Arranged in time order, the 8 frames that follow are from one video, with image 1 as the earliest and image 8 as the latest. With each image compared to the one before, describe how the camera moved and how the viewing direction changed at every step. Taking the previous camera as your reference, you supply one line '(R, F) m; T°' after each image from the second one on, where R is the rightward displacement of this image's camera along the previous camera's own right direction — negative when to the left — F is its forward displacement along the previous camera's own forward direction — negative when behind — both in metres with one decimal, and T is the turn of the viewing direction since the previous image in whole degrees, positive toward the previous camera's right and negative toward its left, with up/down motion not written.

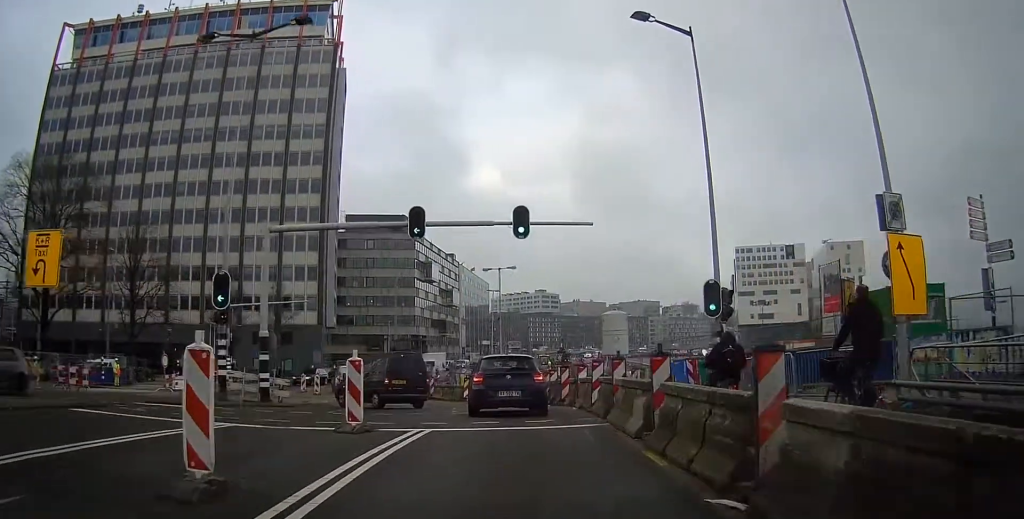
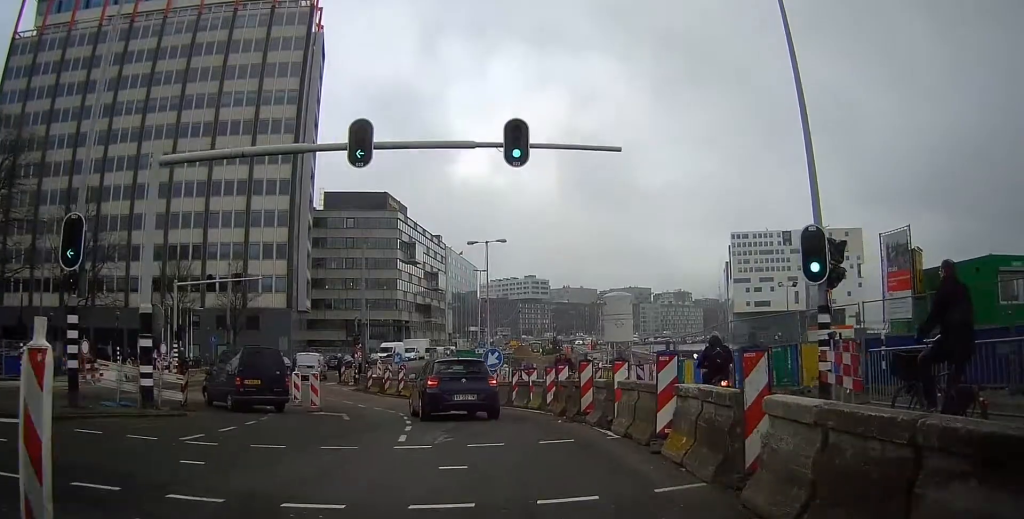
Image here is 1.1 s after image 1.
(+0.1, +7.8) m; +4°
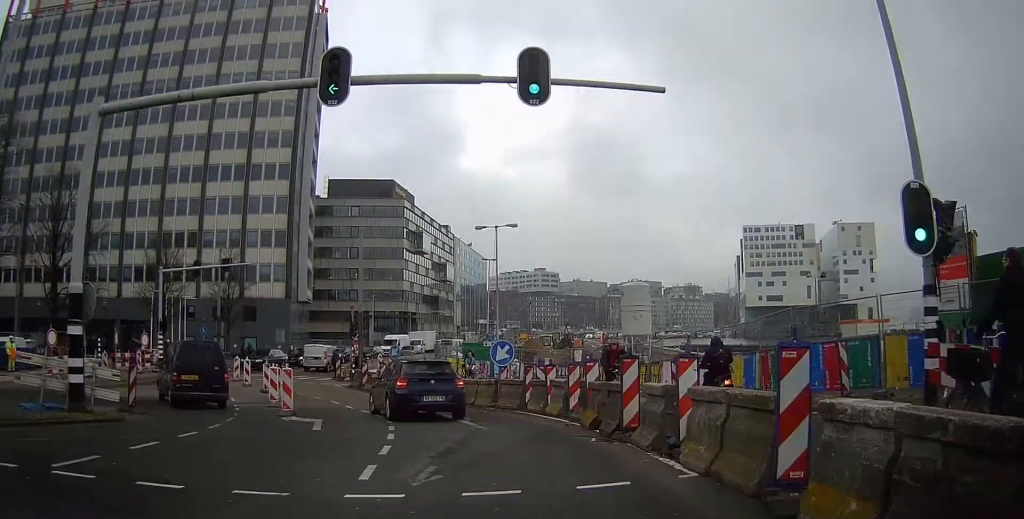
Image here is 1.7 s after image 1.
(+0.2, +3.6) m; +3°
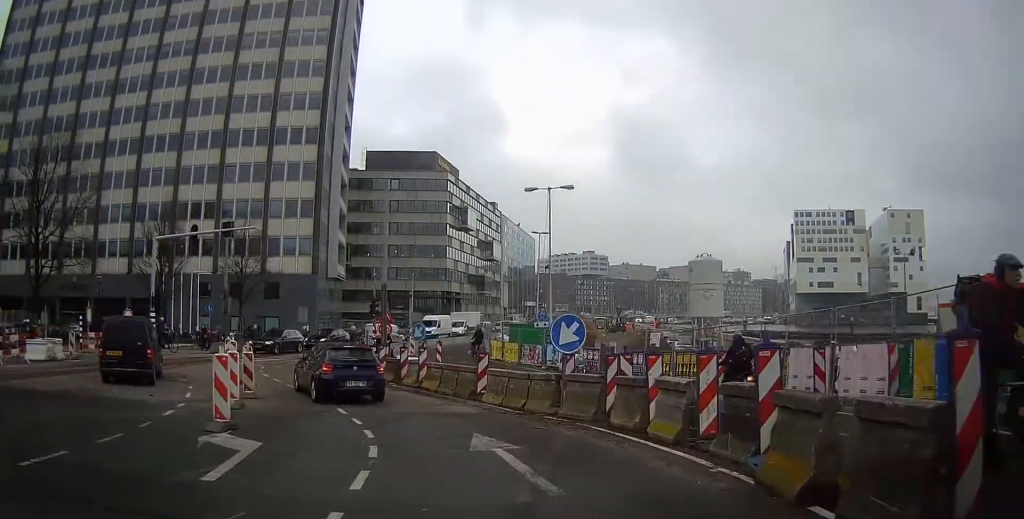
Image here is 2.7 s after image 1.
(-0.1, +7.0) m; -2°
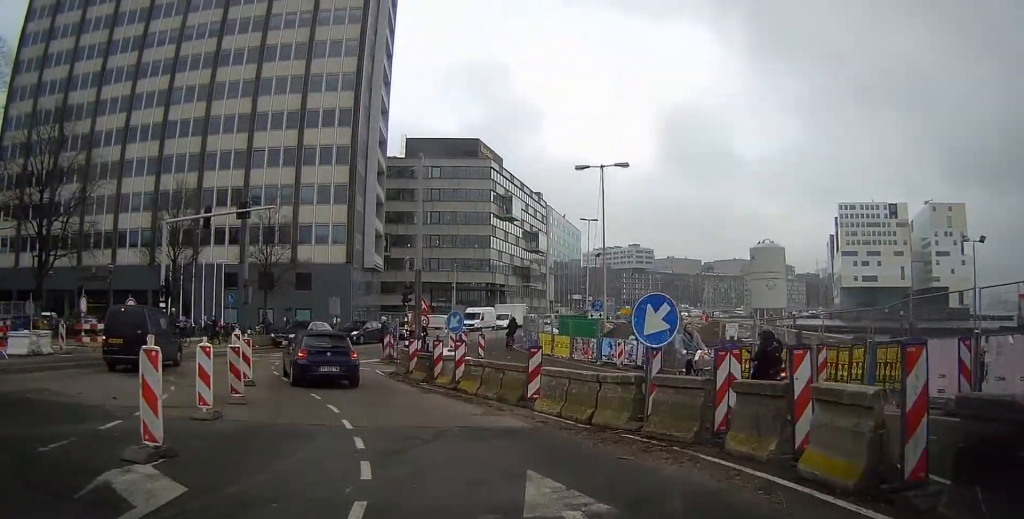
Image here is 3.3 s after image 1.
(-0.1, +3.8) m; 0°
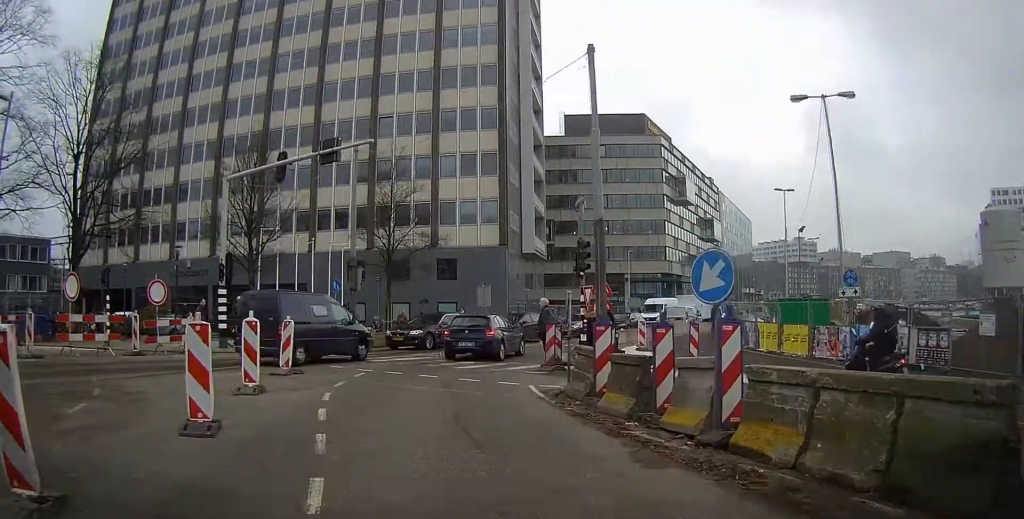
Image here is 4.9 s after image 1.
(-0.4, +10.6) m; -12°
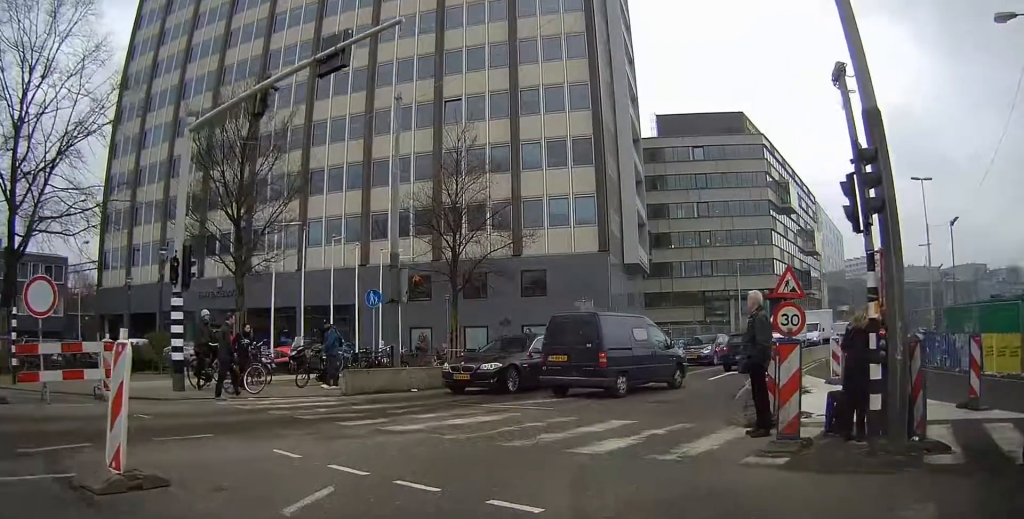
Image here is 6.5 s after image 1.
(-2.3, +9.4) m; -19°
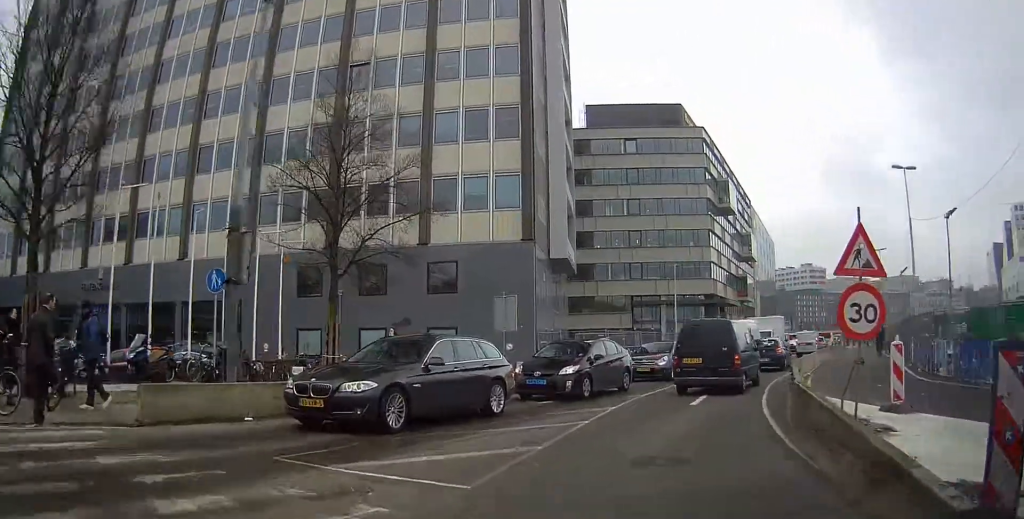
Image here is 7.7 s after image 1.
(+0.2, +6.6) m; +10°
